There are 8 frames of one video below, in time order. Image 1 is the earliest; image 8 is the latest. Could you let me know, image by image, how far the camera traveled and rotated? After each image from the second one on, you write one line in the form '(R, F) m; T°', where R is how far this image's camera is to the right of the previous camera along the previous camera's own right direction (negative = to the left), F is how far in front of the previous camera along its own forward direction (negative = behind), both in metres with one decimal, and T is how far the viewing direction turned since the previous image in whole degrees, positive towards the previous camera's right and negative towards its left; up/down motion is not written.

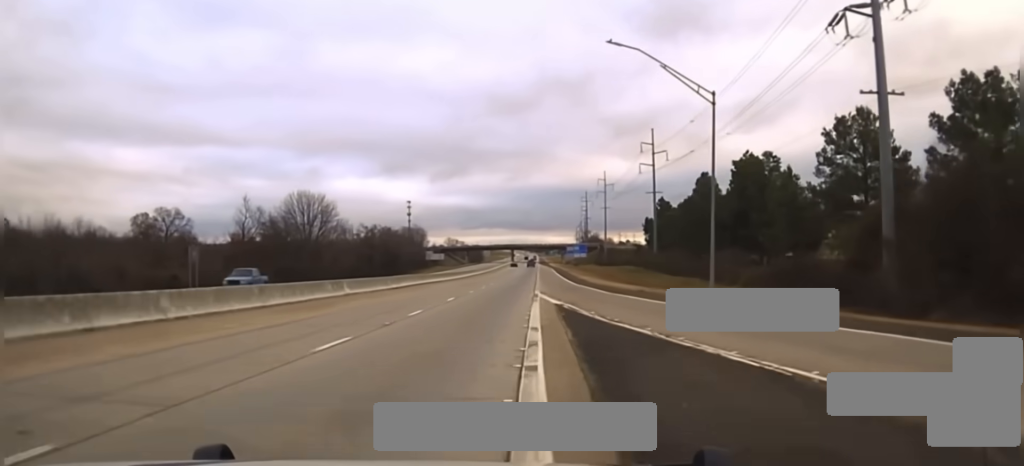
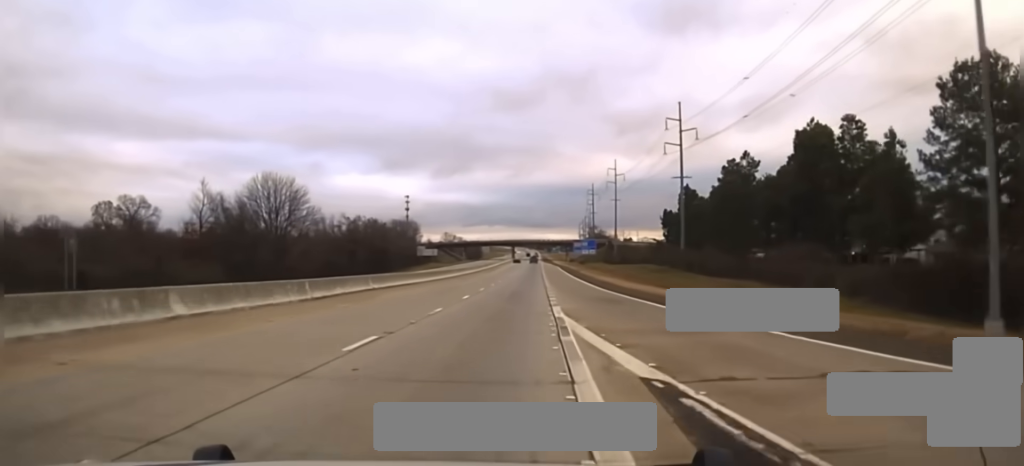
(+0.2, +24.8) m; 0°
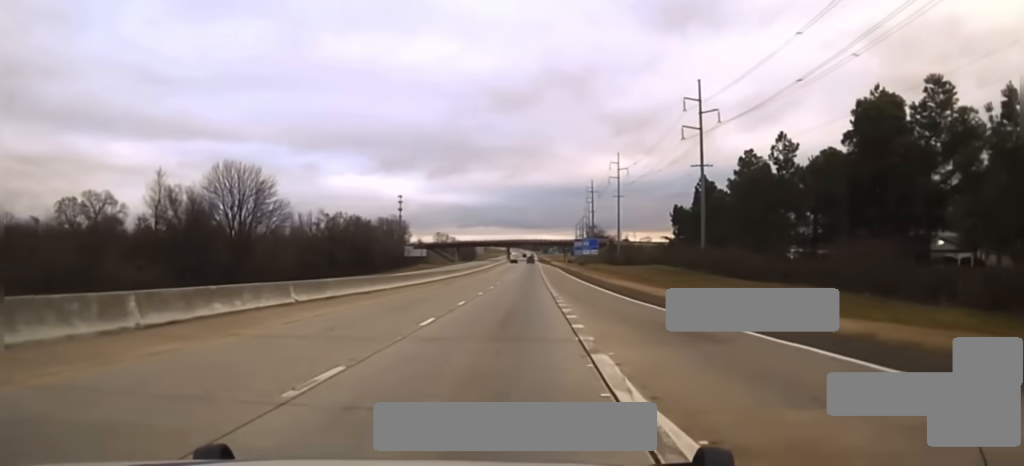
(0.0, +17.2) m; 0°
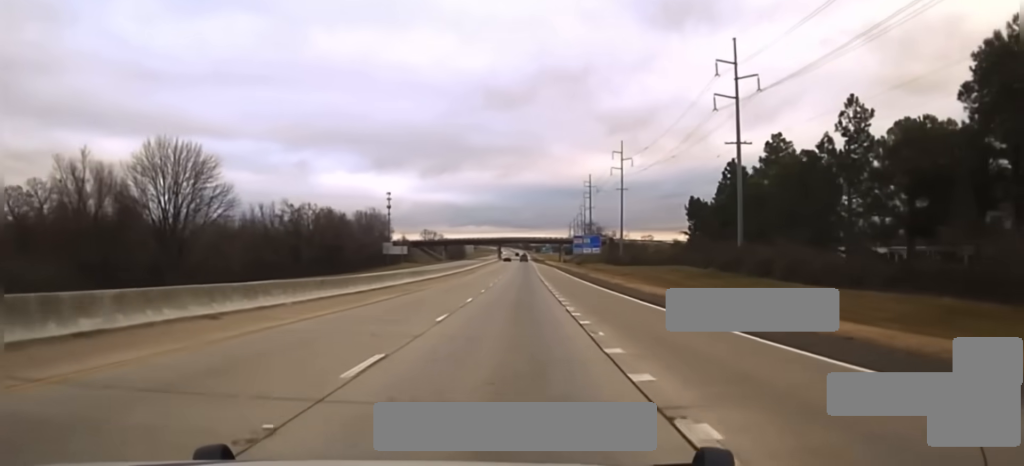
(-0.1, +22.4) m; 0°
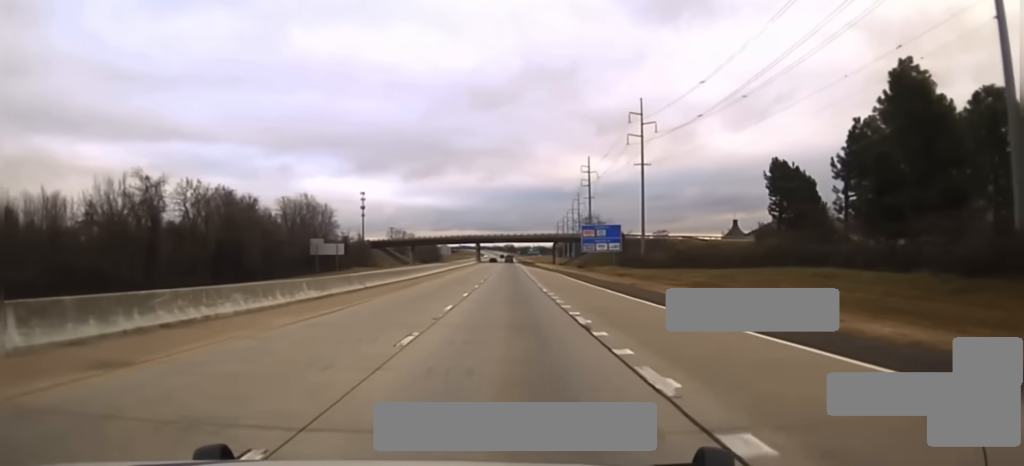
(+0.4, +55.6) m; 0°
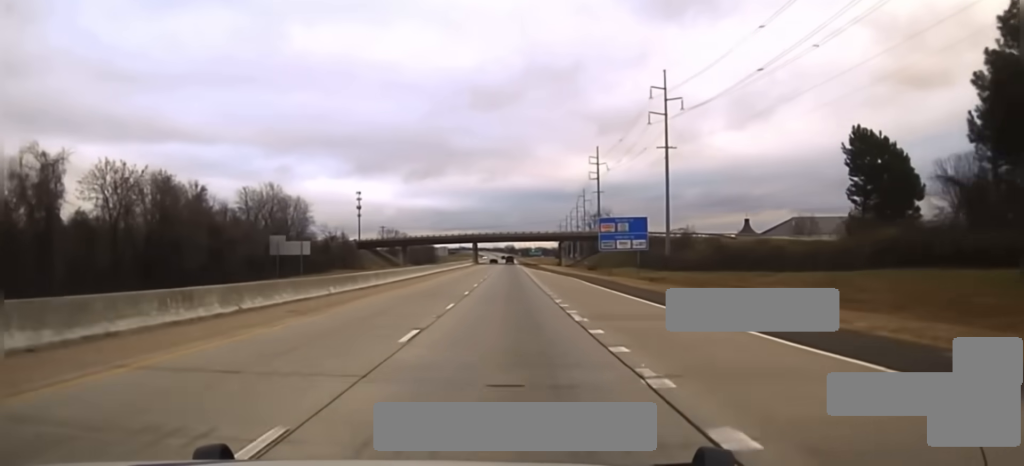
(-0.1, +22.2) m; 0°
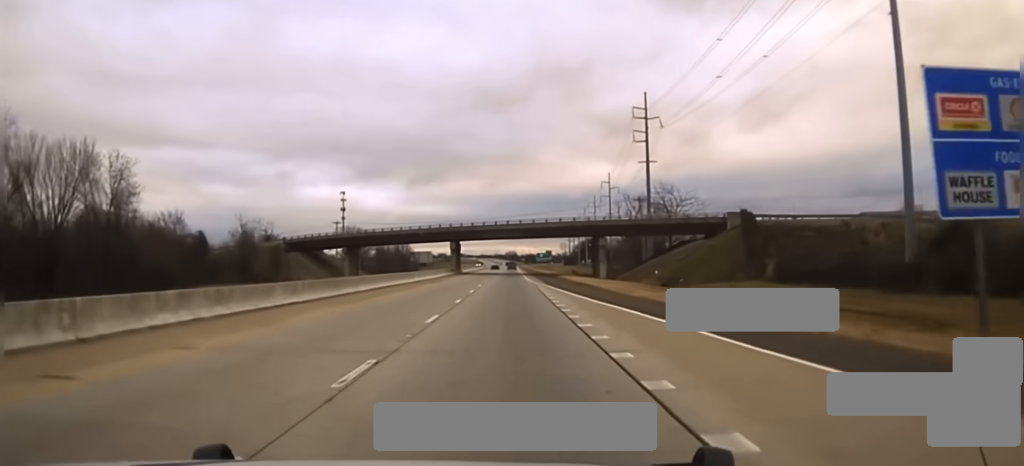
(+0.4, +79.0) m; +1°
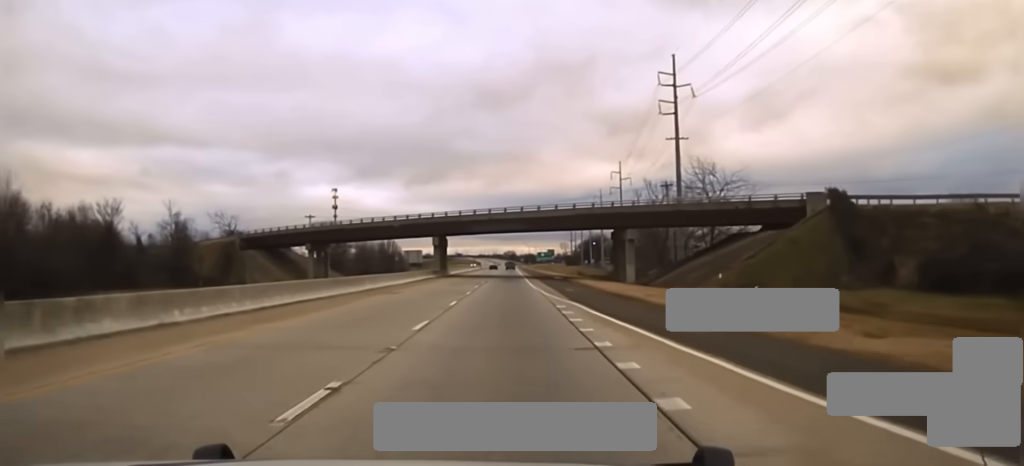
(+0.2, +26.1) m; 0°
